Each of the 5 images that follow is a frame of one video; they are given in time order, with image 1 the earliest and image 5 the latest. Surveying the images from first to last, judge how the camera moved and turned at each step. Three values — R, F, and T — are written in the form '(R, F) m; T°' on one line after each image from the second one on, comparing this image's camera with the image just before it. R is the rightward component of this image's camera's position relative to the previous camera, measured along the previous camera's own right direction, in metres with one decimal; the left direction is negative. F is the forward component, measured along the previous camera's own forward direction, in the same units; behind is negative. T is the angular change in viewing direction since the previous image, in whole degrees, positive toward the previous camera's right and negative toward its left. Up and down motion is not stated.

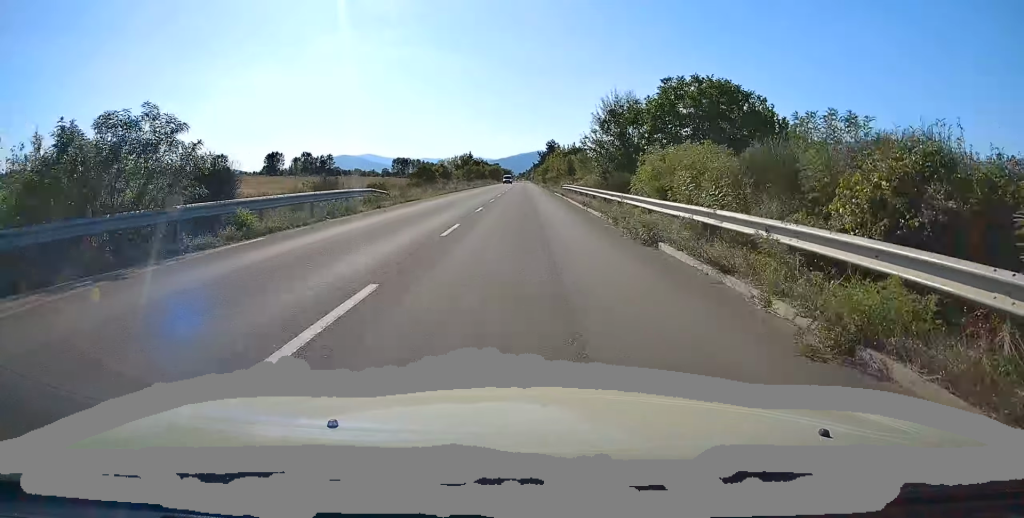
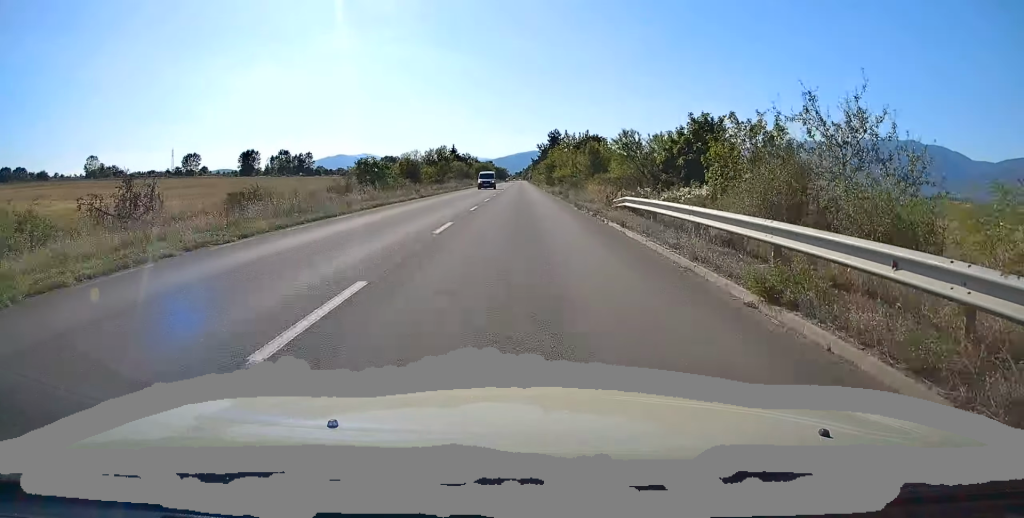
(-0.1, +35.6) m; 0°
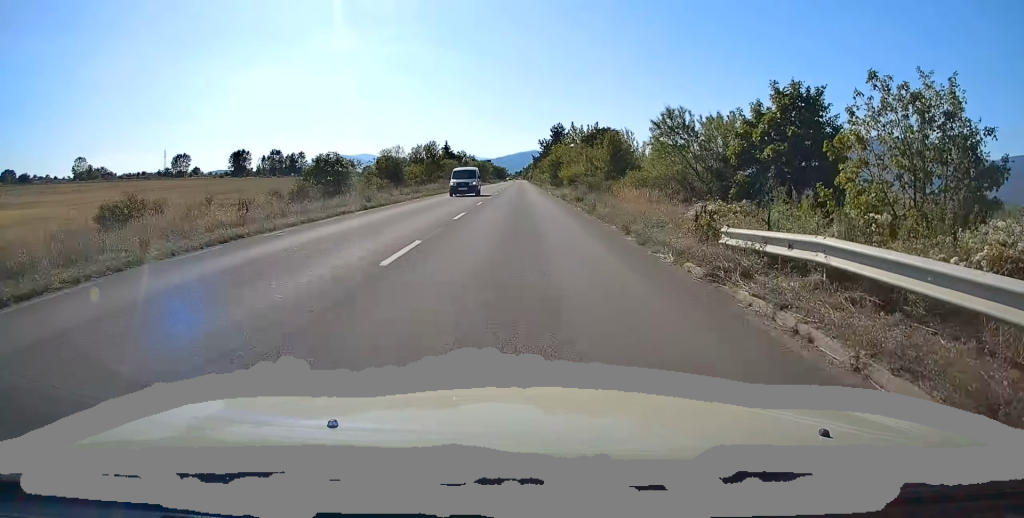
(+0.1, +13.6) m; 0°
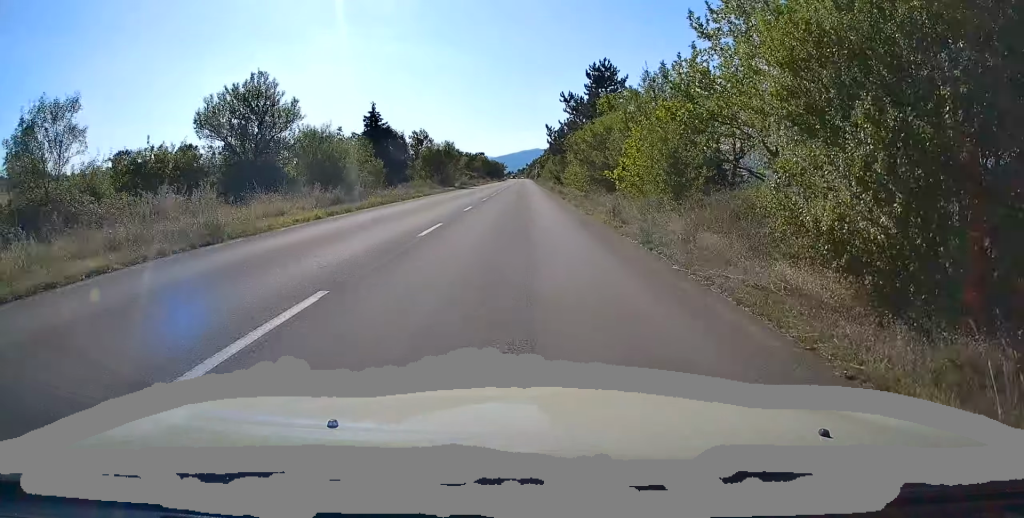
(-0.7, +67.8) m; 0°
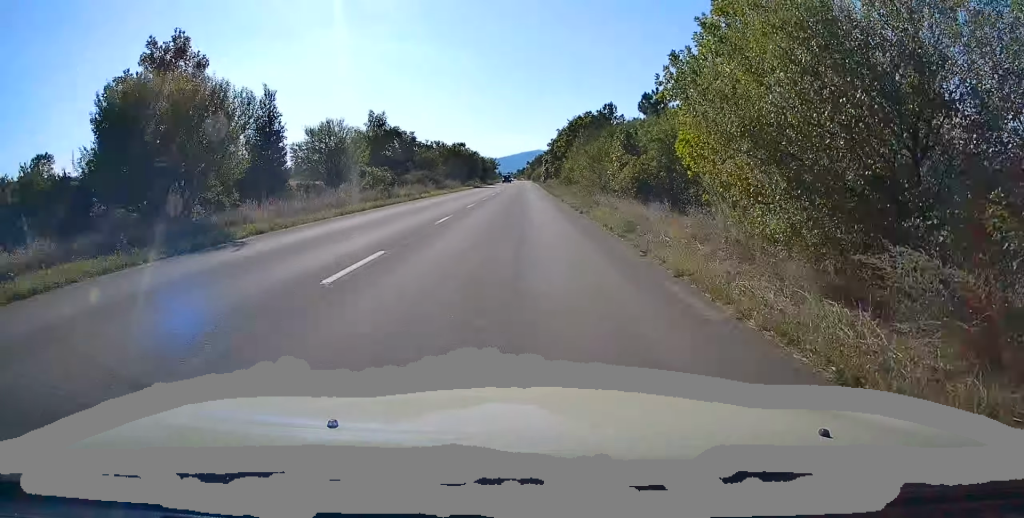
(+0.4, +67.9) m; 0°
